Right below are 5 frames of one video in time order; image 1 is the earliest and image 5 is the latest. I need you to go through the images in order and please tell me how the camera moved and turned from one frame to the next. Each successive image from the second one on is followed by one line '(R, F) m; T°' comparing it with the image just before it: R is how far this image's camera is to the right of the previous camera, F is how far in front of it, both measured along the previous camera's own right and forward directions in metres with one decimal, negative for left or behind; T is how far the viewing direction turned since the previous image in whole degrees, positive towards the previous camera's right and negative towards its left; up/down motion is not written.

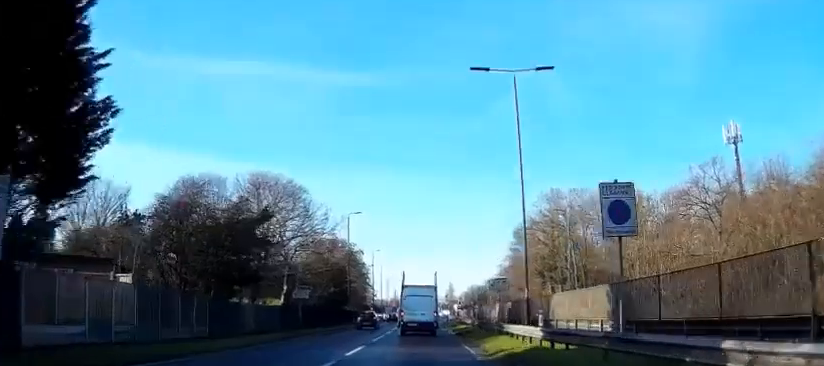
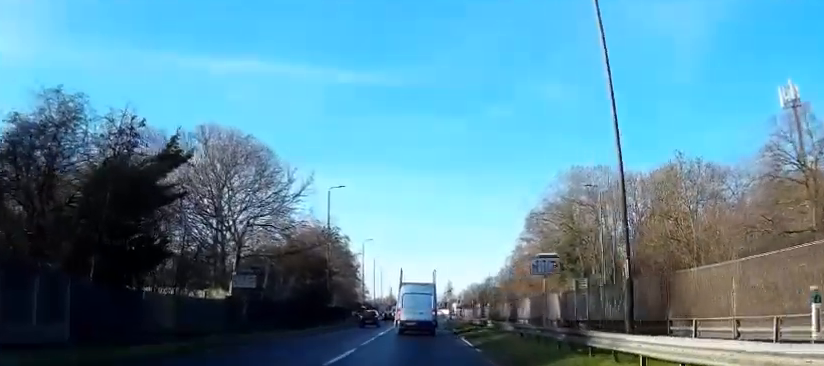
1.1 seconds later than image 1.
(-0.1, +12.7) m; 0°
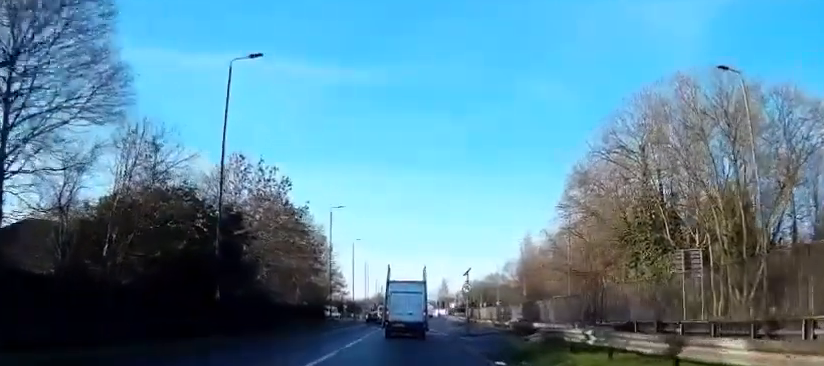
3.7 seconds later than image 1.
(+0.8, +27.3) m; +2°
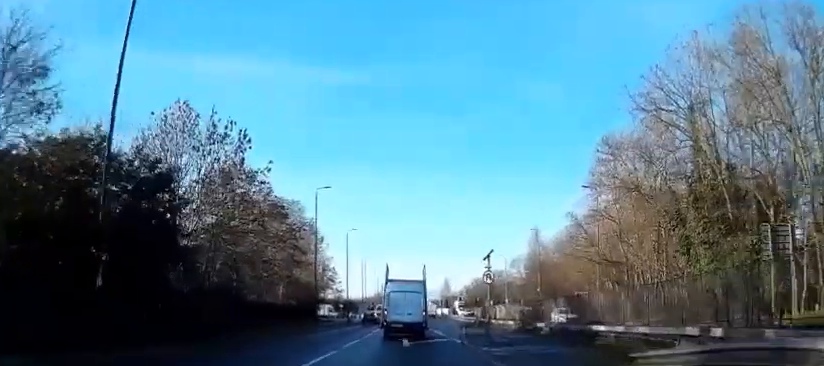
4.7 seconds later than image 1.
(0.0, +9.9) m; +1°
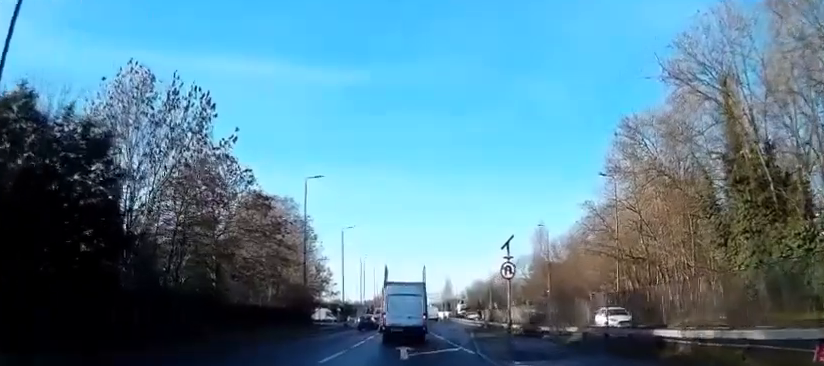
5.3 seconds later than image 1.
(0.0, +5.3) m; 0°
